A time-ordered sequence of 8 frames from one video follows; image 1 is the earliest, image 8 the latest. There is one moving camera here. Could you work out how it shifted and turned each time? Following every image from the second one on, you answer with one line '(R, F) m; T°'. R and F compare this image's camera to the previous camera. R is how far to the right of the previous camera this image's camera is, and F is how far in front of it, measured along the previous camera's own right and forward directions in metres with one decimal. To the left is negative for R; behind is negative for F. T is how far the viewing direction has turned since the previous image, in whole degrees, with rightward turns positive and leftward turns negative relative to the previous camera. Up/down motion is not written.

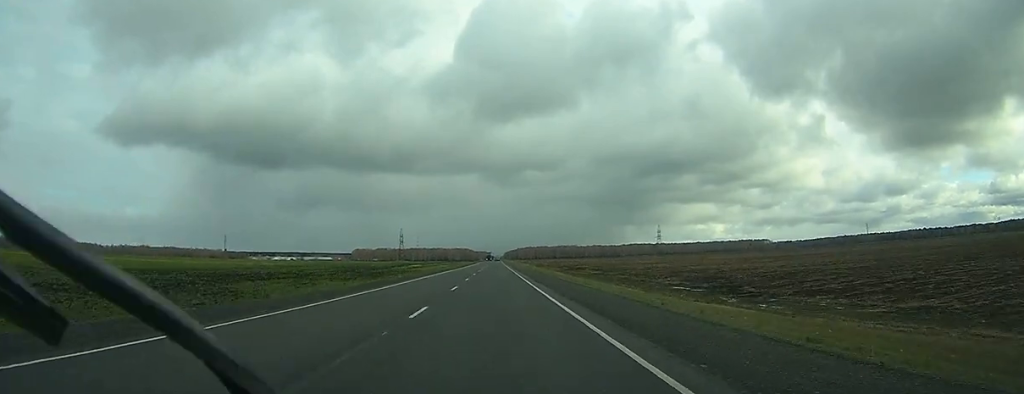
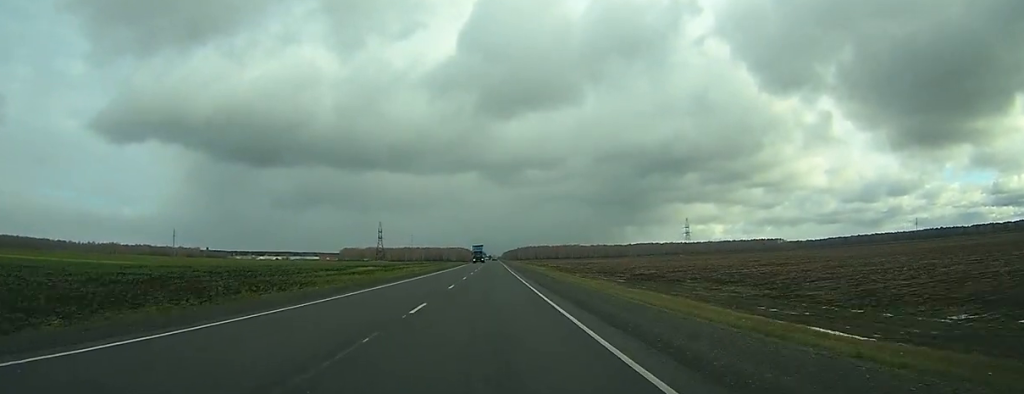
(-0.3, +79.6) m; 0°
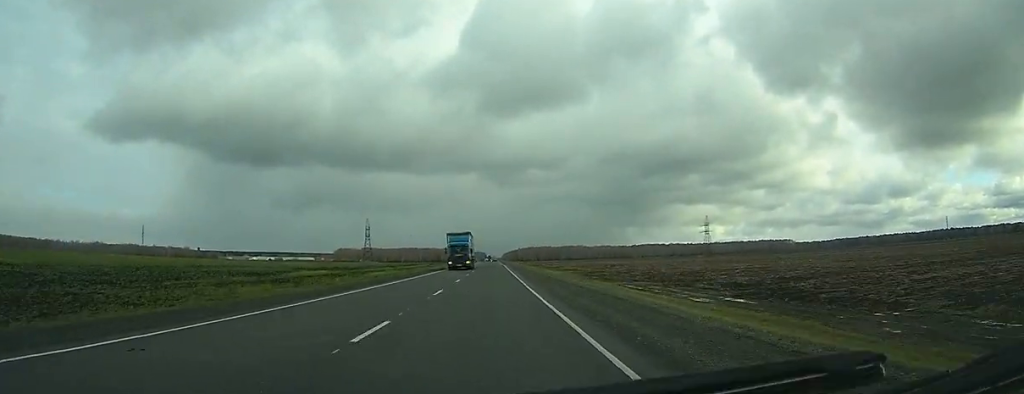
(0.0, +42.1) m; 0°
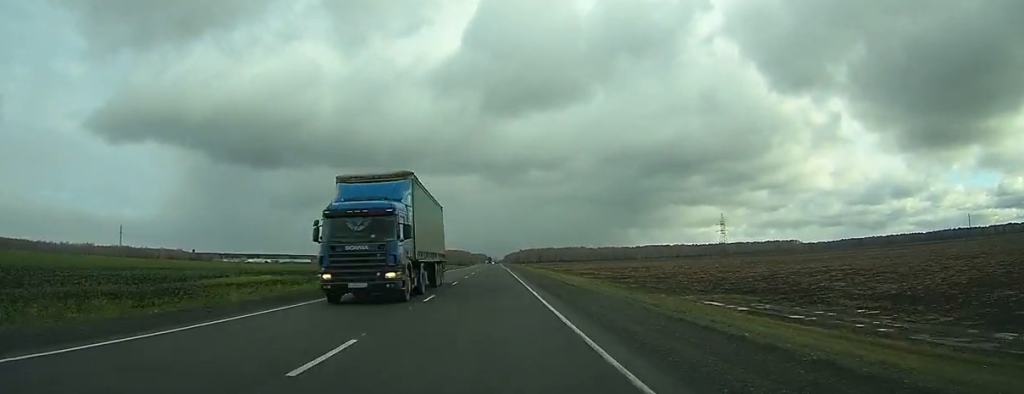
(0.0, +27.8) m; 0°
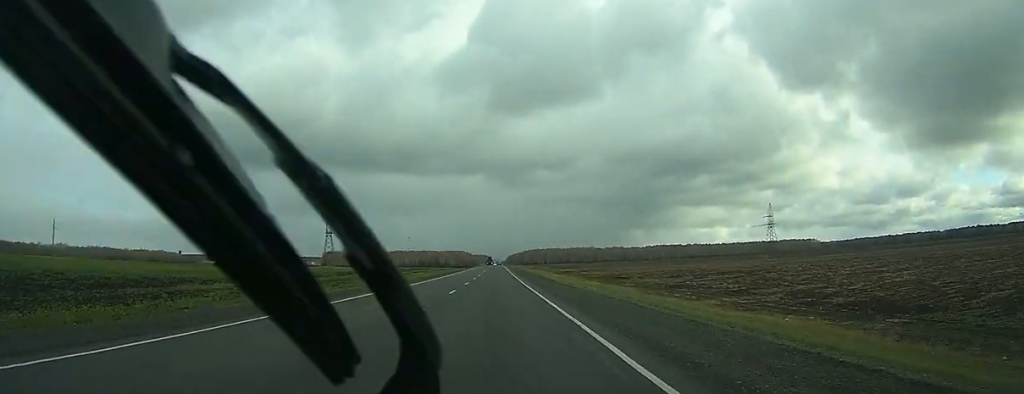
(0.0, +67.8) m; 0°
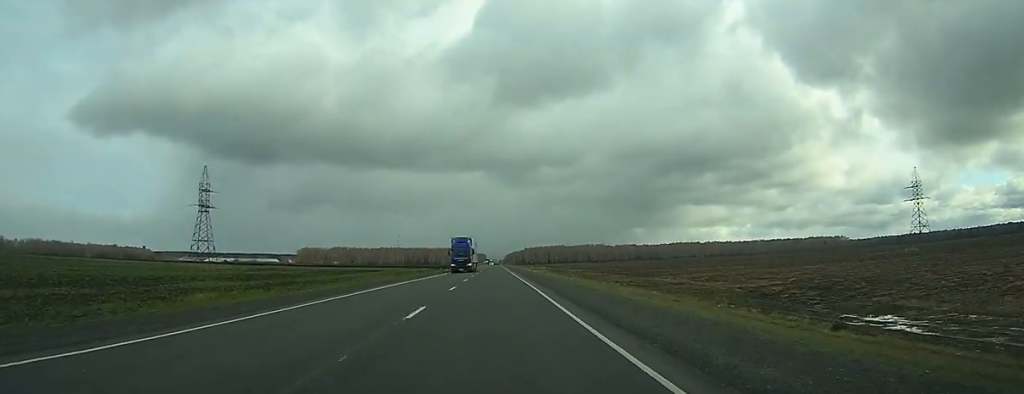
(0.0, +117.6) m; 0°
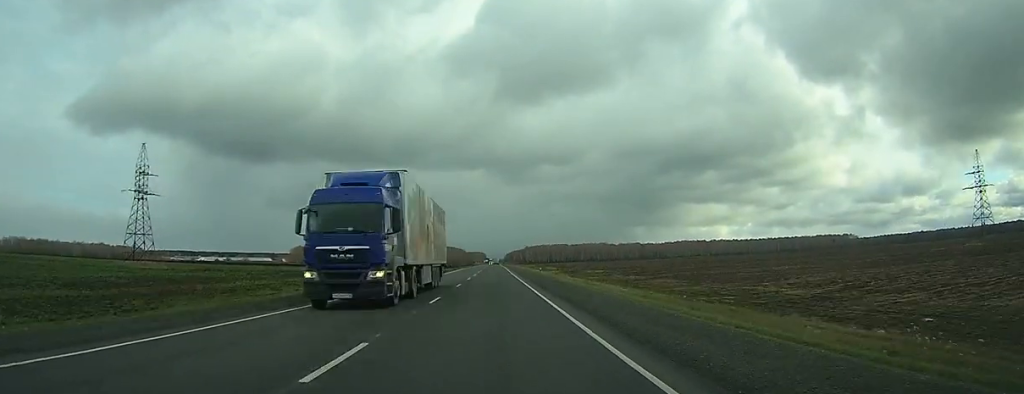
(-0.1, +29.2) m; 0°
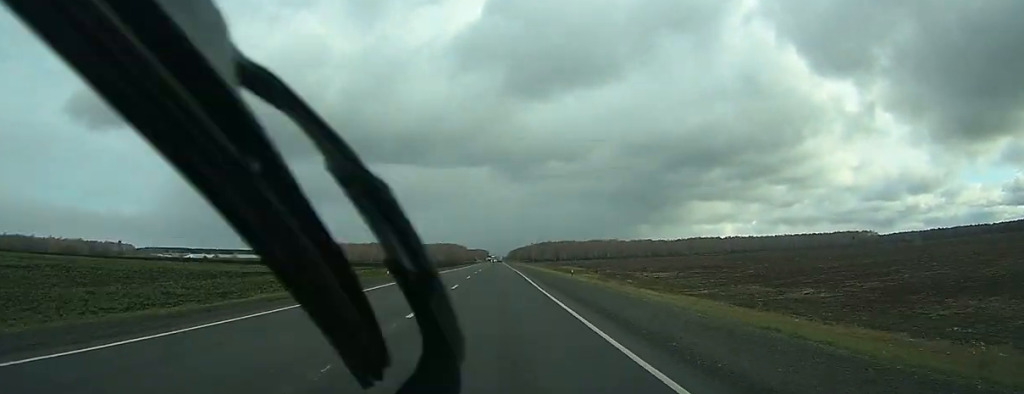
(-0.2, +52.2) m; 0°
